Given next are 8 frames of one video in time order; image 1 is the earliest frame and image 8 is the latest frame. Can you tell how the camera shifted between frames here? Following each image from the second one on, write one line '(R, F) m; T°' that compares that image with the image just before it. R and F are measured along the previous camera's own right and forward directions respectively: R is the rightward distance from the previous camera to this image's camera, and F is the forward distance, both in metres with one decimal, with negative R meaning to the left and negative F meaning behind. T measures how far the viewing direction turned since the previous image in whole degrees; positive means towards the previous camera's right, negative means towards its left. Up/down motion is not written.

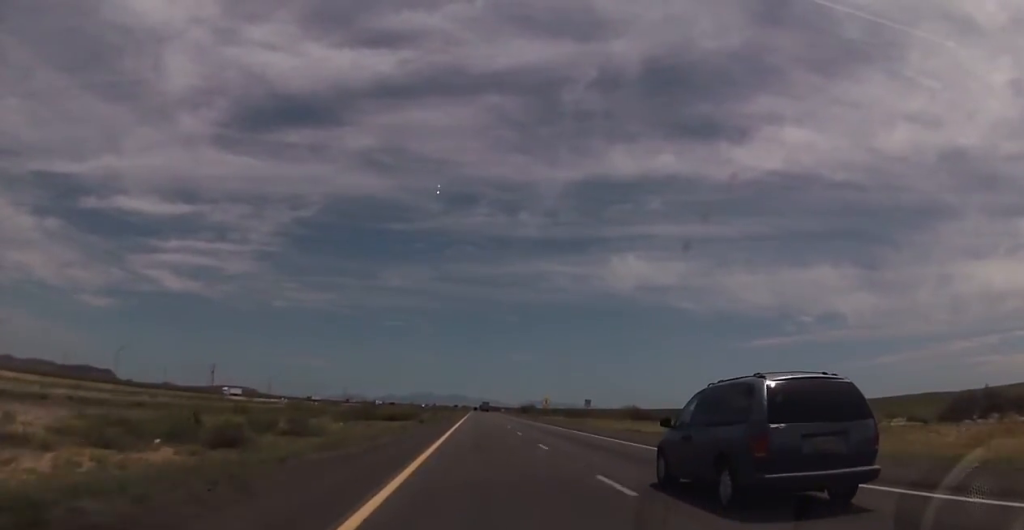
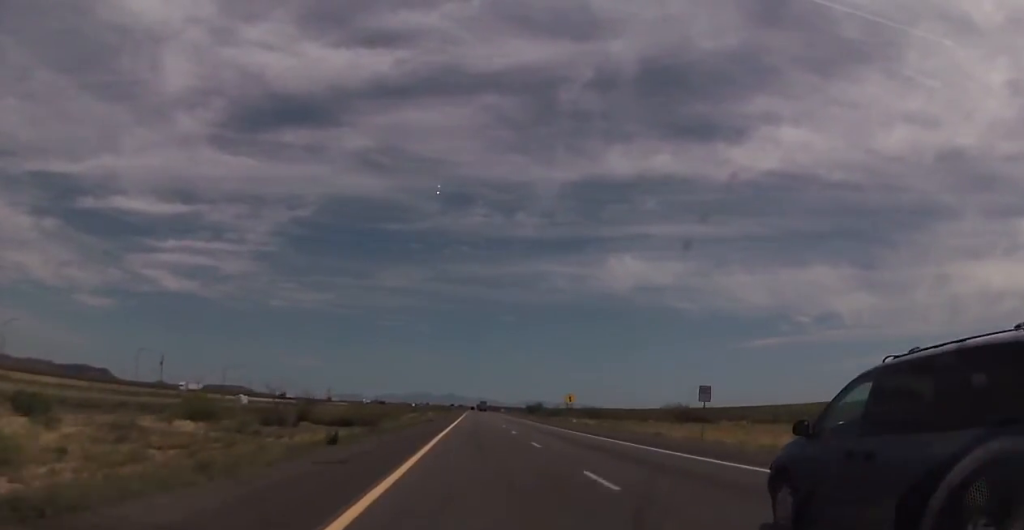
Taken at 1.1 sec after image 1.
(-0.3, +35.8) m; 0°
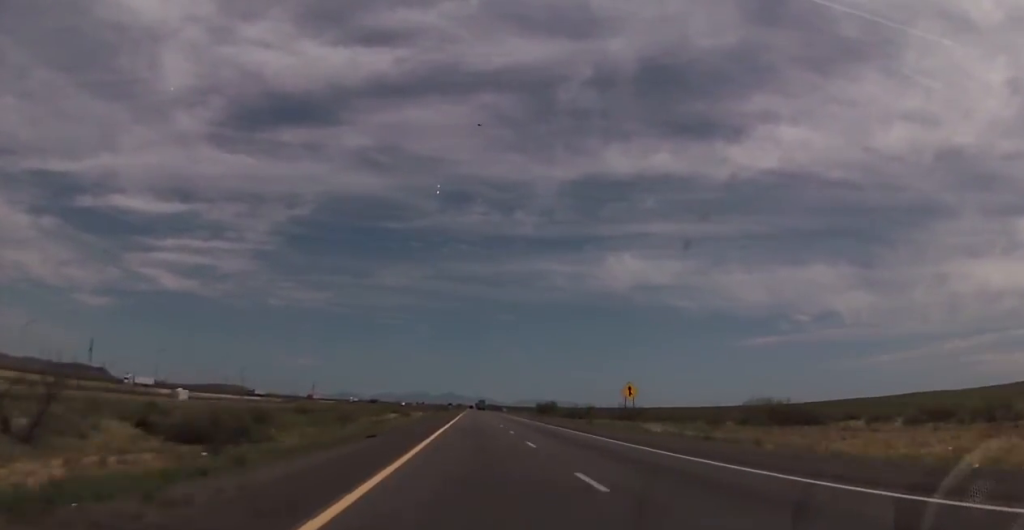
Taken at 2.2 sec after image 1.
(+0.6, +37.1) m; 0°
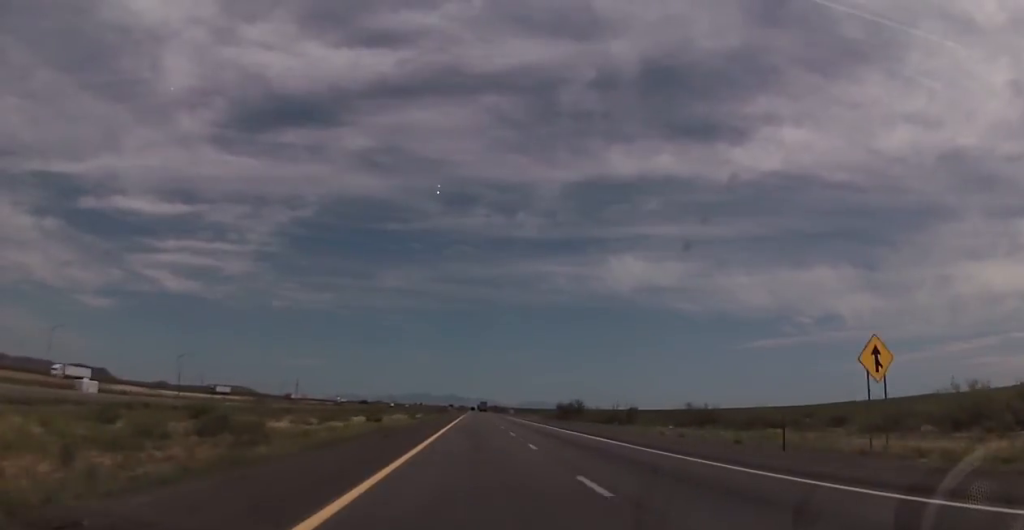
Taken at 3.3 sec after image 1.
(-0.6, +37.2) m; 0°
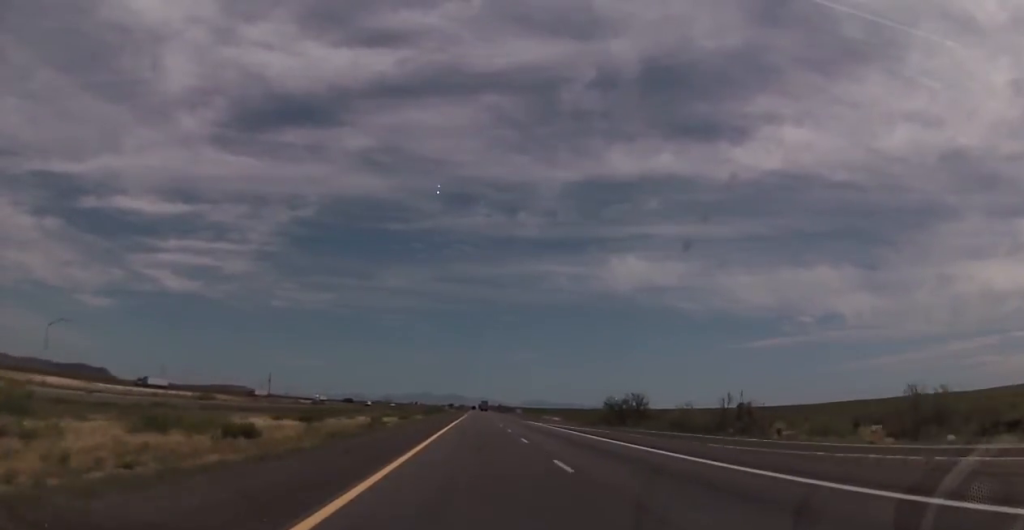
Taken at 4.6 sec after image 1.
(+0.7, +44.9) m; 0°
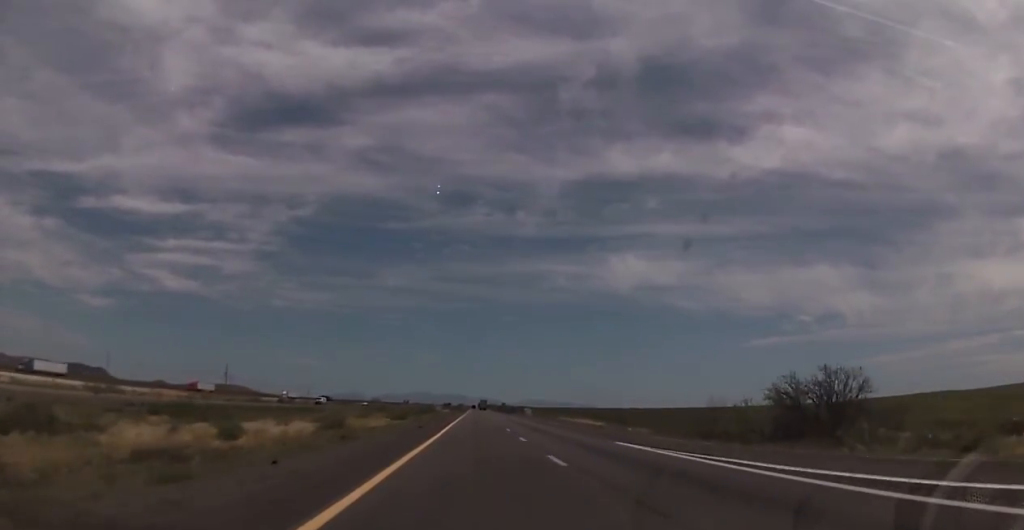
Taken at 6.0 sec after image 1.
(-0.8, +47.3) m; 0°
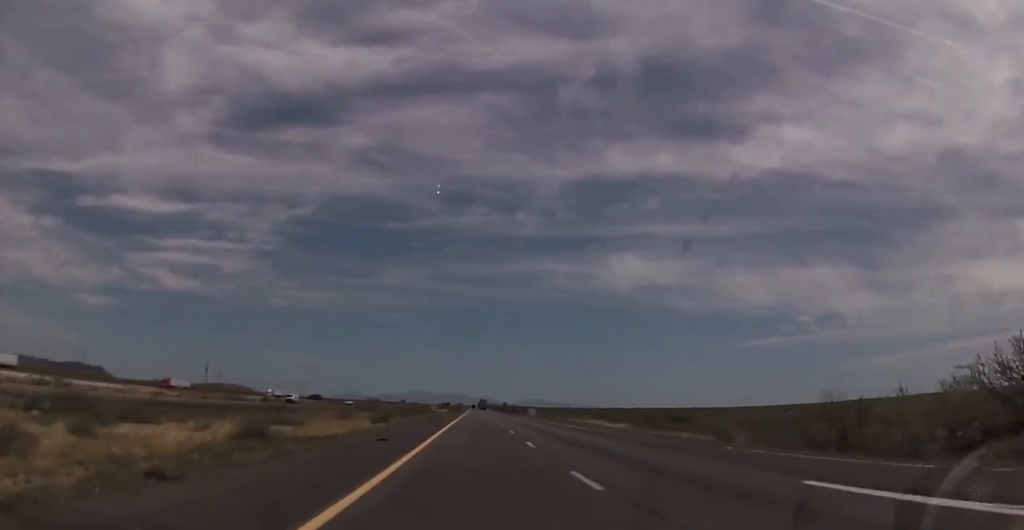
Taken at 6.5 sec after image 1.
(+0.1, +16.9) m; 0°
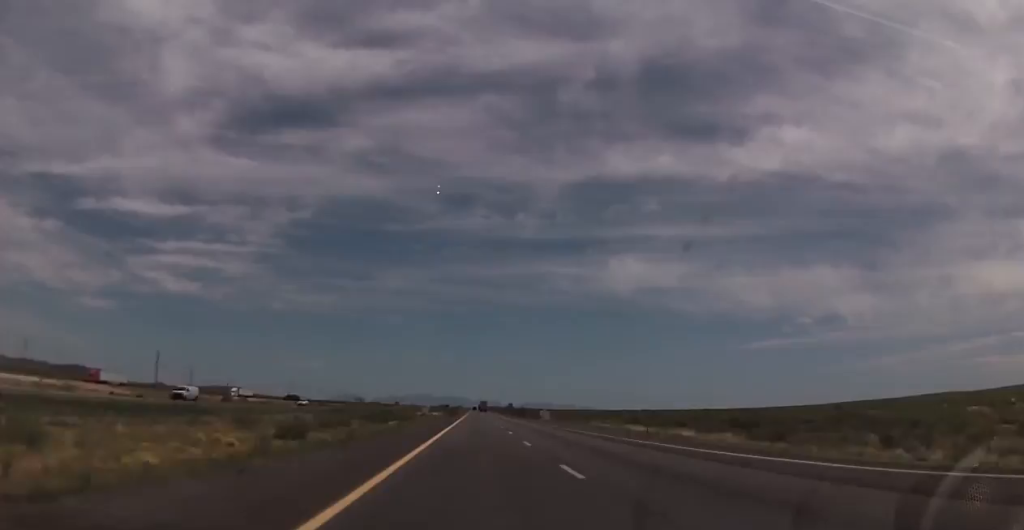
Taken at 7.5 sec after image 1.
(+0.1, +35.0) m; 0°
